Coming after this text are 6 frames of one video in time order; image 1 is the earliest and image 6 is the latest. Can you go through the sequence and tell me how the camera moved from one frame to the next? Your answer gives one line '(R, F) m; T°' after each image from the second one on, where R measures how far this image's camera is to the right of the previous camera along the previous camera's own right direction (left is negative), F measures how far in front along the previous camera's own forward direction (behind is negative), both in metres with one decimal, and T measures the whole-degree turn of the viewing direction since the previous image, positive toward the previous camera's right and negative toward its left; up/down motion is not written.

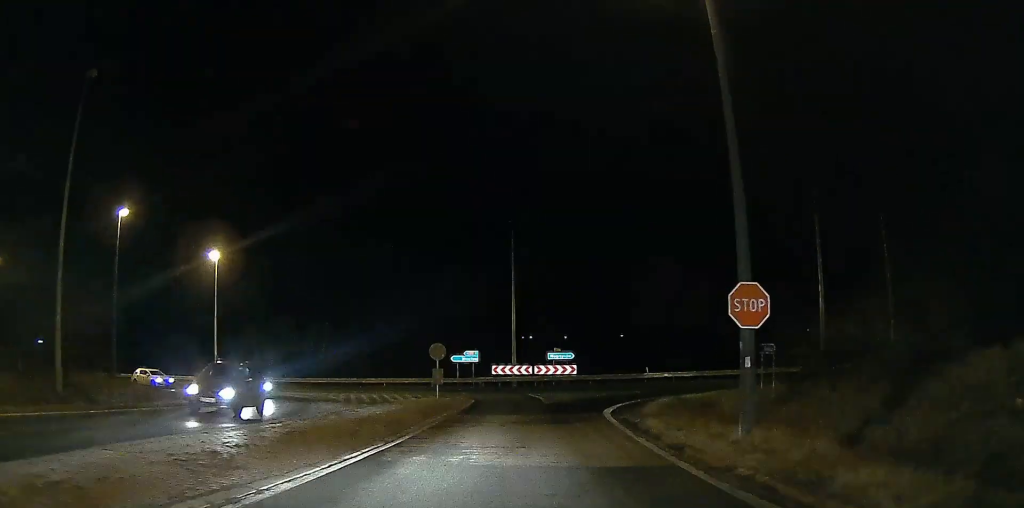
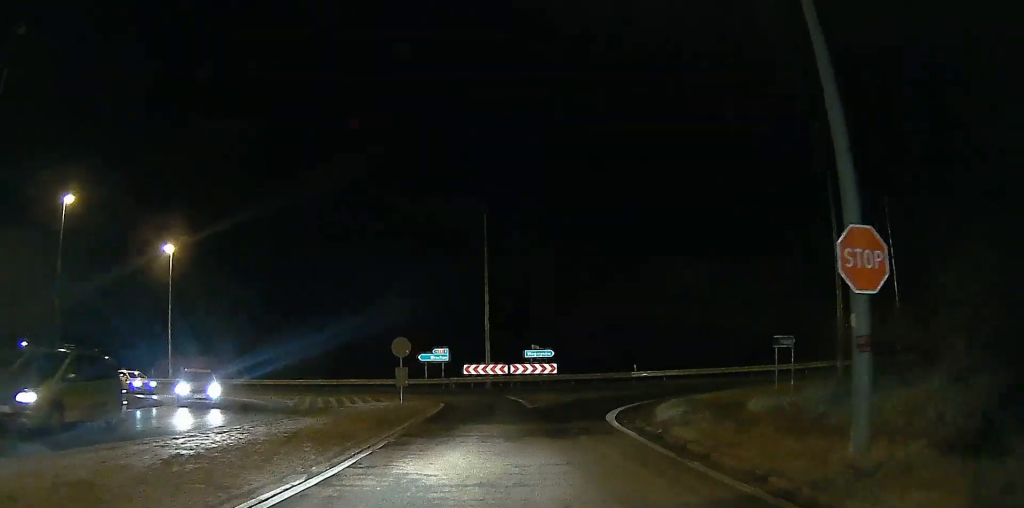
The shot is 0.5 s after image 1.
(0.0, +4.0) m; +1°
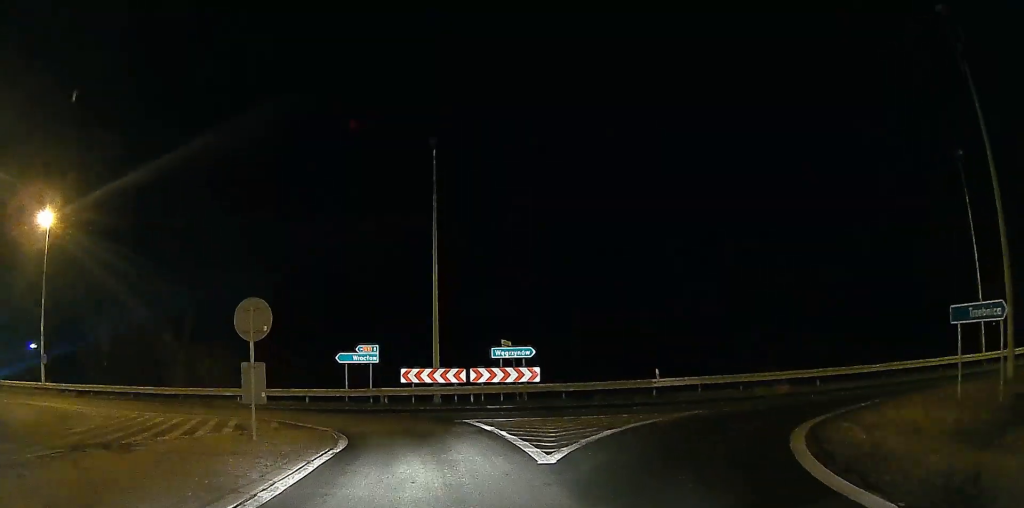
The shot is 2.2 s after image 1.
(0.0, +13.0) m; 0°
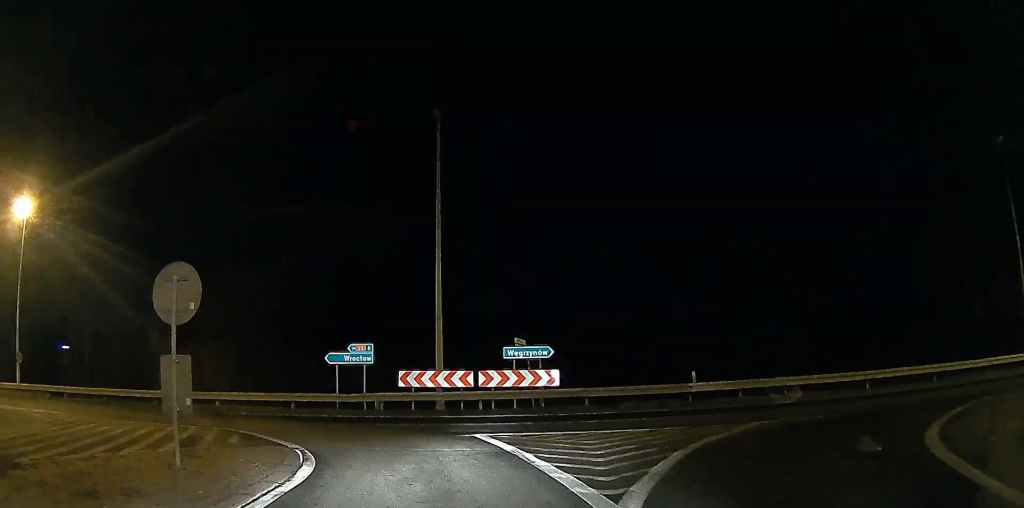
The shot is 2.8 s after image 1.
(0.0, +3.9) m; 0°
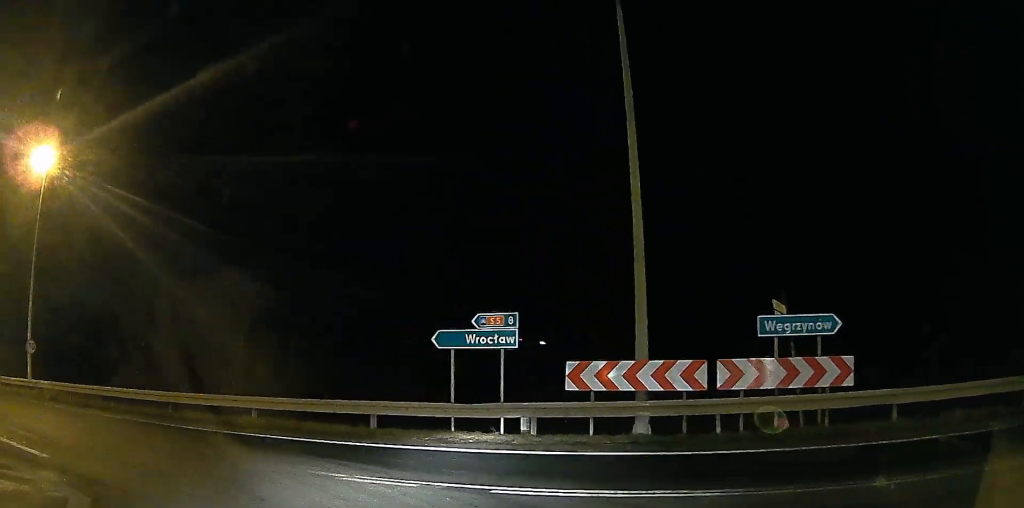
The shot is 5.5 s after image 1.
(0.0, +16.2) m; 0°
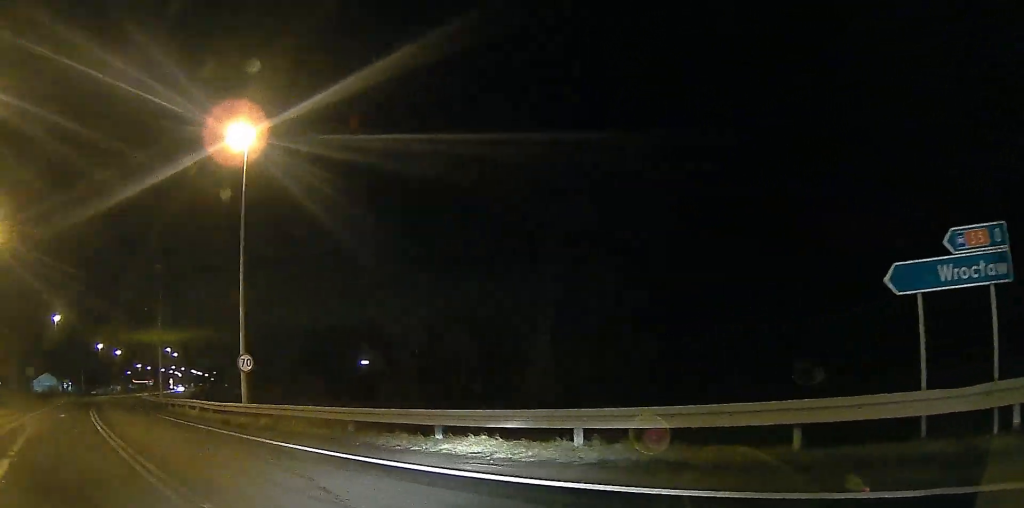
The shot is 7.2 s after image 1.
(-2.4, +9.2) m; -37°
